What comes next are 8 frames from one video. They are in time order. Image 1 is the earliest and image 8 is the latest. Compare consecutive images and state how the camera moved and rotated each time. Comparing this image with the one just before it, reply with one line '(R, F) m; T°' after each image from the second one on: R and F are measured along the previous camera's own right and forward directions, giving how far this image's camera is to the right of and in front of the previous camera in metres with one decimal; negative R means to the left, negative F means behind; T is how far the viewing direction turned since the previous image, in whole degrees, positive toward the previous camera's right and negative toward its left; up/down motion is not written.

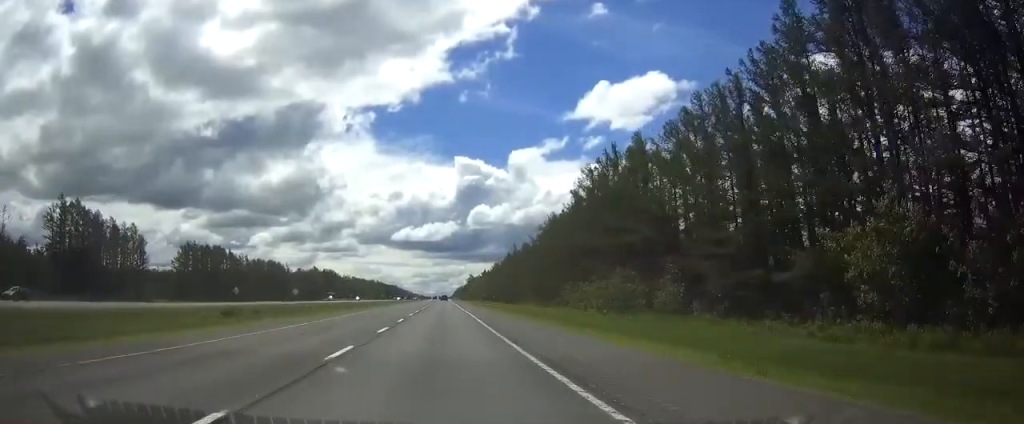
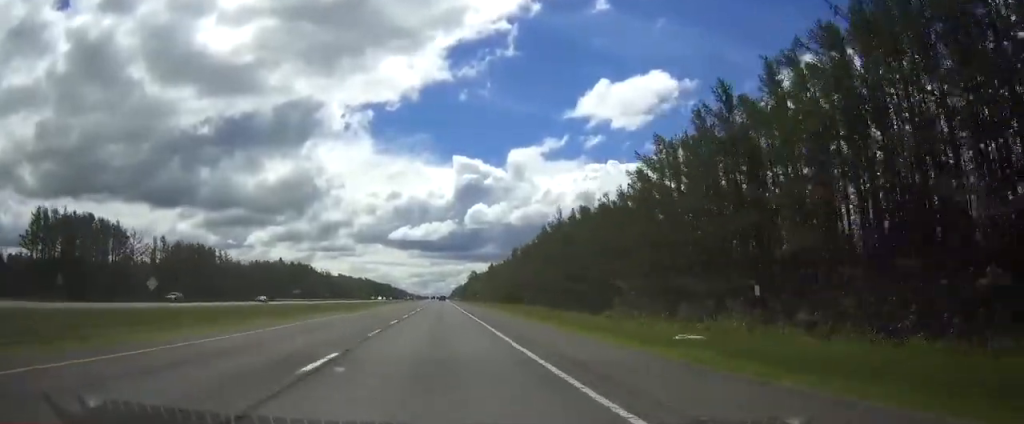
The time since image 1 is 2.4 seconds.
(0.0, +75.5) m; 0°
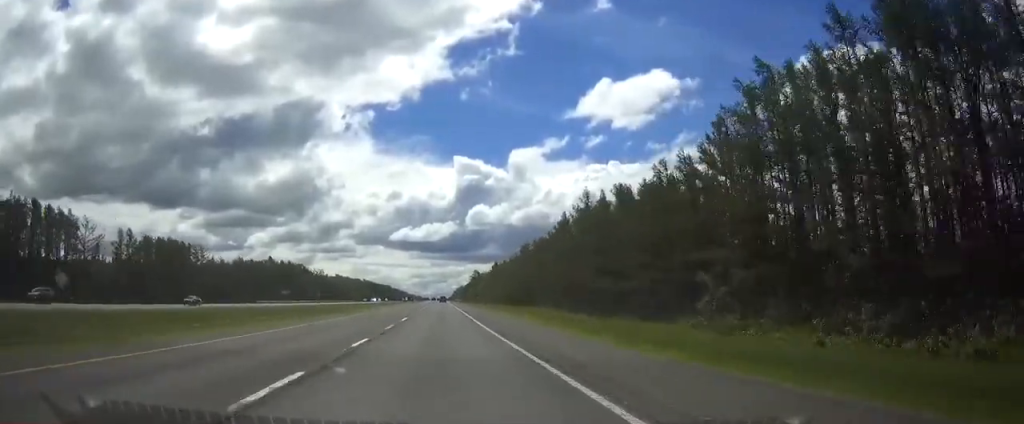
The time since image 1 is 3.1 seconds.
(0.0, +21.0) m; 0°
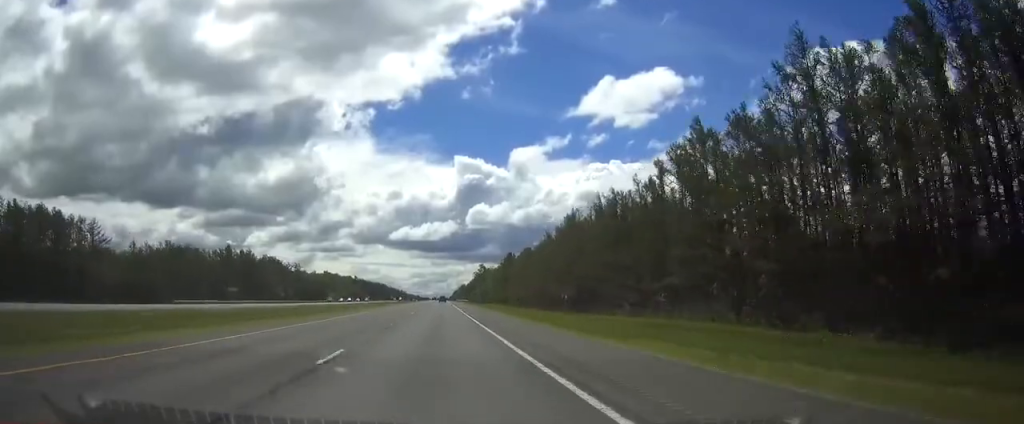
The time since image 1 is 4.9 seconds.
(+0.1, +59.0) m; 0°
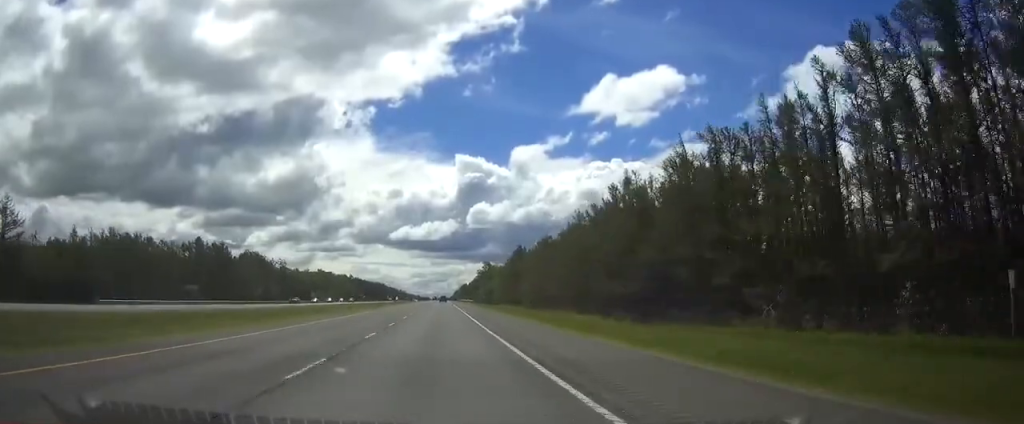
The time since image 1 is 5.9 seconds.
(0.0, +29.5) m; 0°
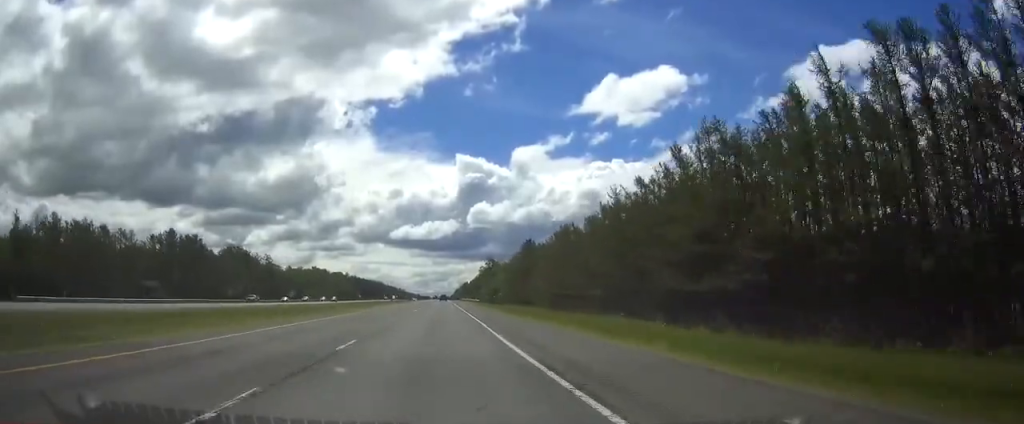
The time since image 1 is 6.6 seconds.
(-0.1, +22.1) m; 0°
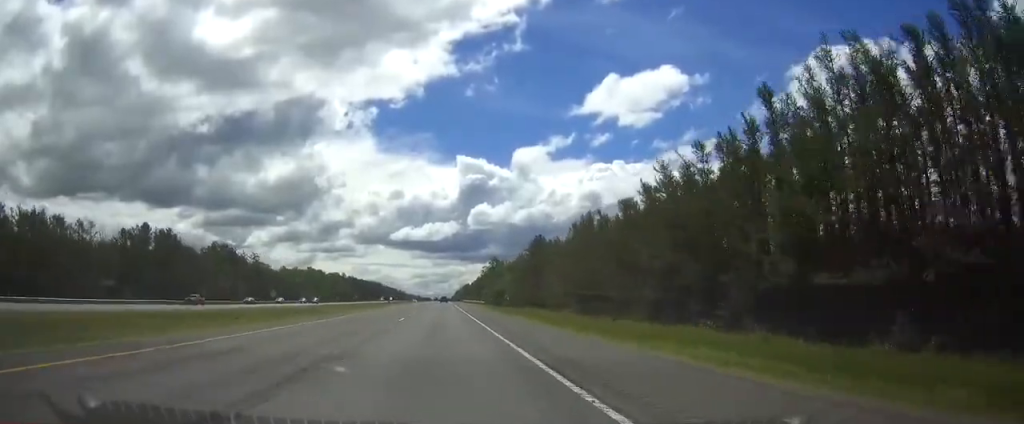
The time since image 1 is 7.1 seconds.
(0.0, +17.9) m; 0°
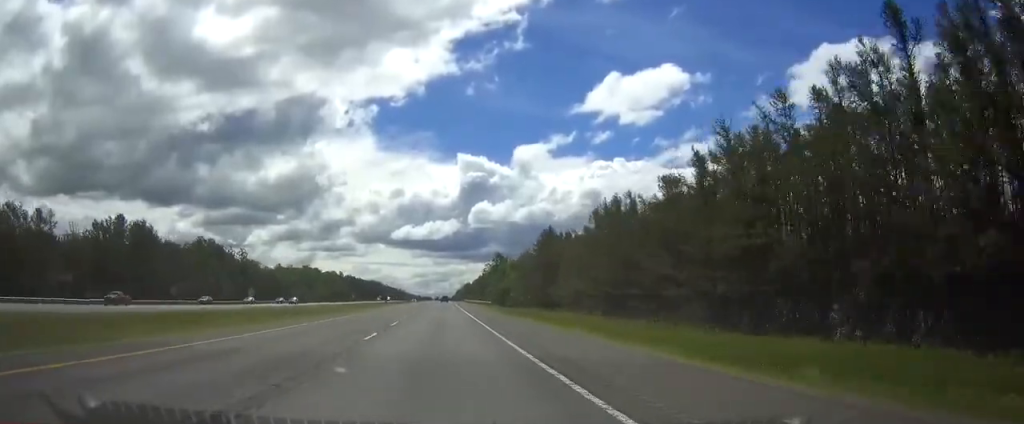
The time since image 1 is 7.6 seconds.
(0.0, +14.7) m; 0°
